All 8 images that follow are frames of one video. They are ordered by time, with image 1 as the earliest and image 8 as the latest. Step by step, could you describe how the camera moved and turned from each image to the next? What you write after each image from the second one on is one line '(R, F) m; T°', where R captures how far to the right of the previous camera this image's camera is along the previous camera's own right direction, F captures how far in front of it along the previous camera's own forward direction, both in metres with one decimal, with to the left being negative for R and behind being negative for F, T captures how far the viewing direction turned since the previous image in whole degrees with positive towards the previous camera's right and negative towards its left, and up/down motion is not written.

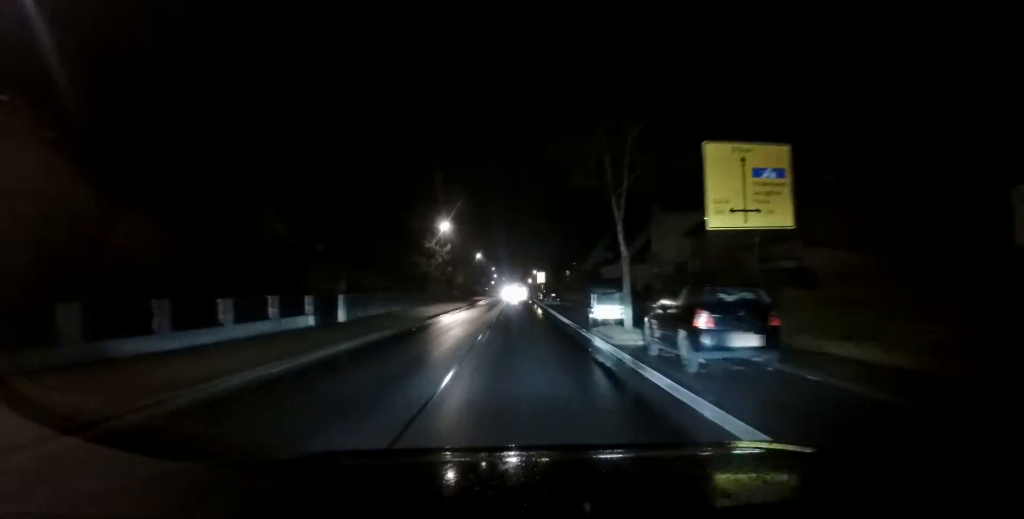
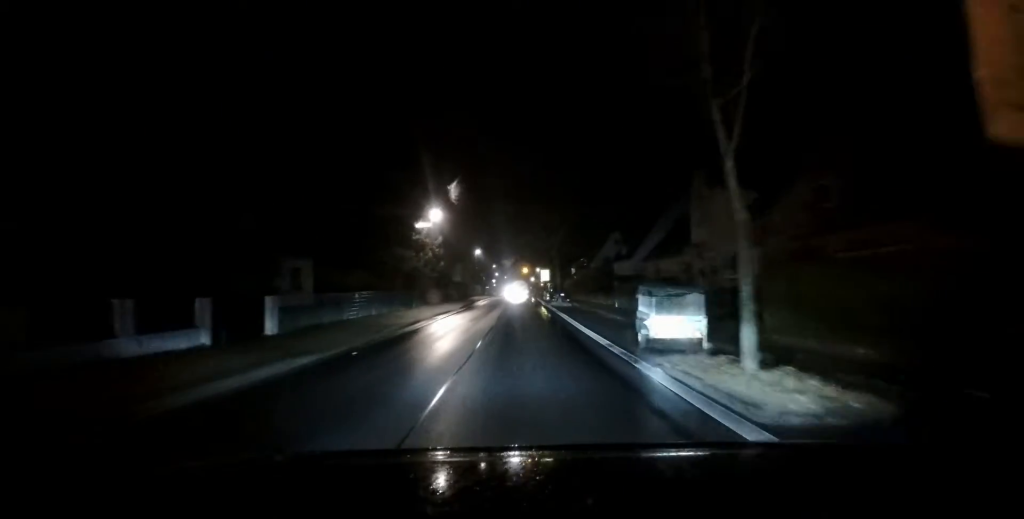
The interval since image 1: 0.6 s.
(-0.1, +8.4) m; 0°
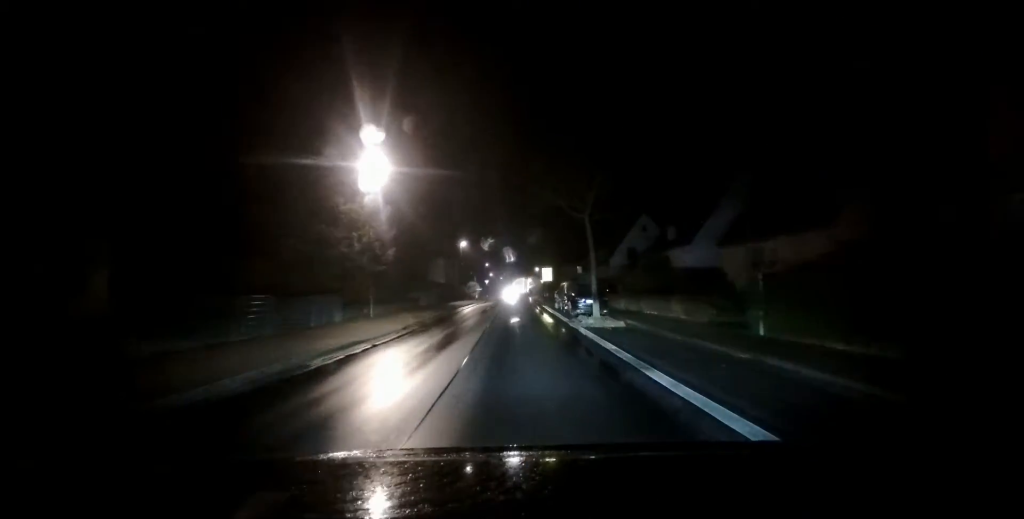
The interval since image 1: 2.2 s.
(+0.1, +21.1) m; 0°
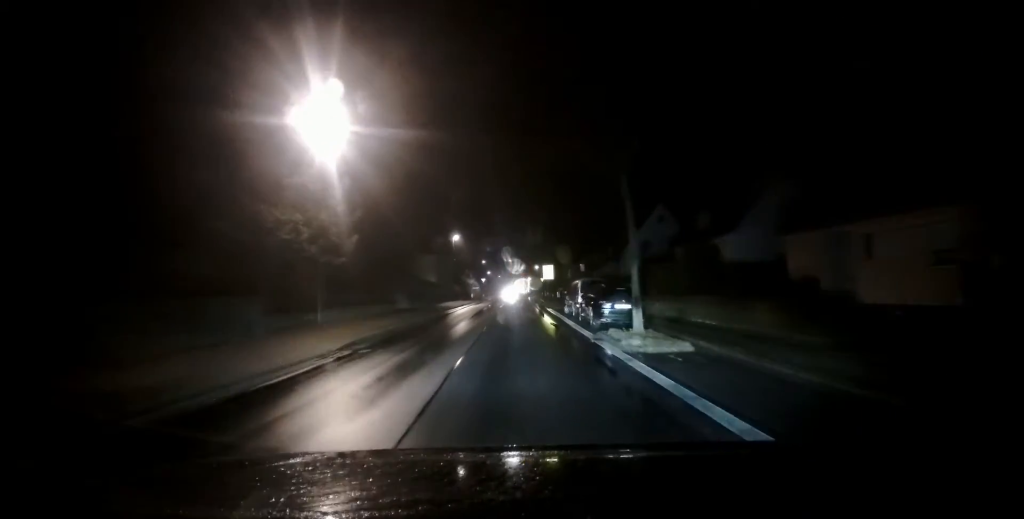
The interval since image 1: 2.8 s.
(0.0, +7.9) m; 0°
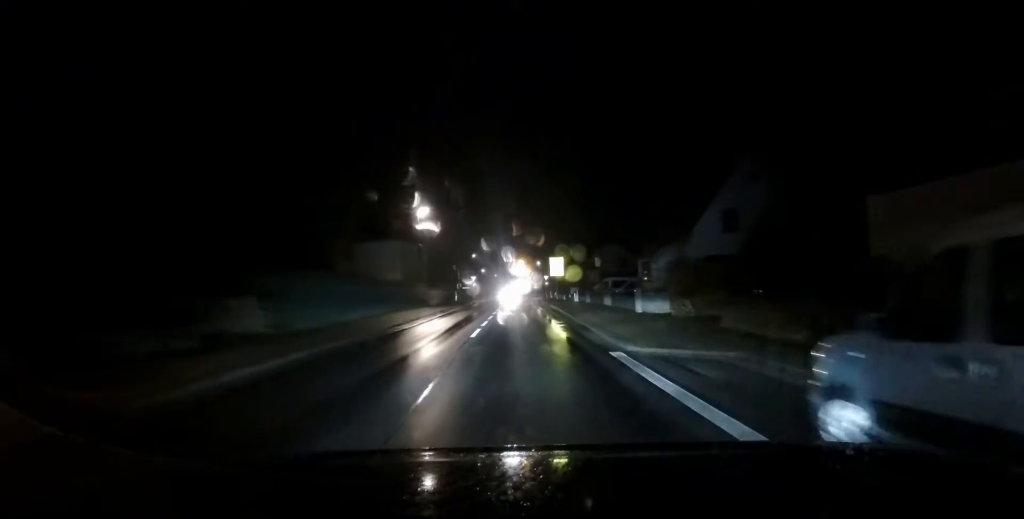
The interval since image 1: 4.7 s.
(0.0, +23.7) m; 0°
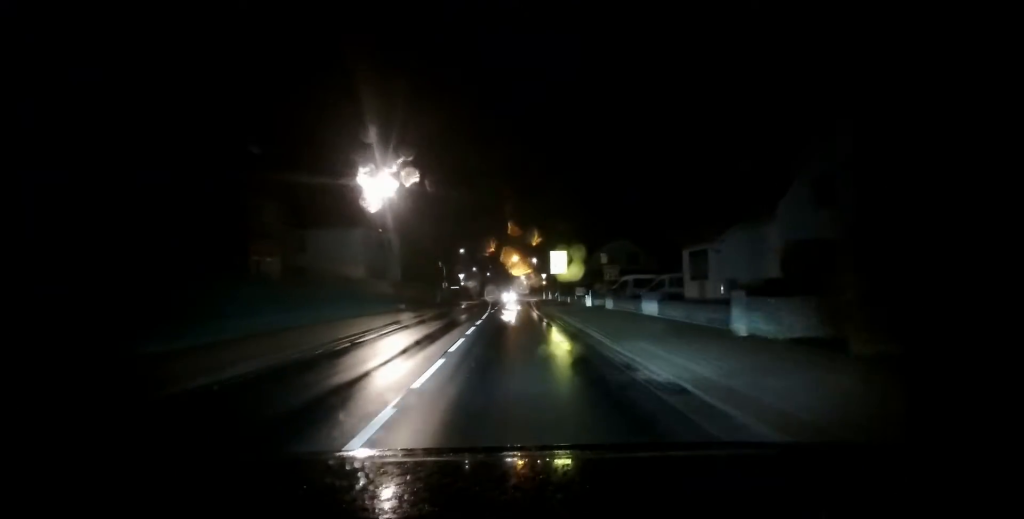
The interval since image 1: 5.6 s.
(+0.1, +12.0) m; -1°
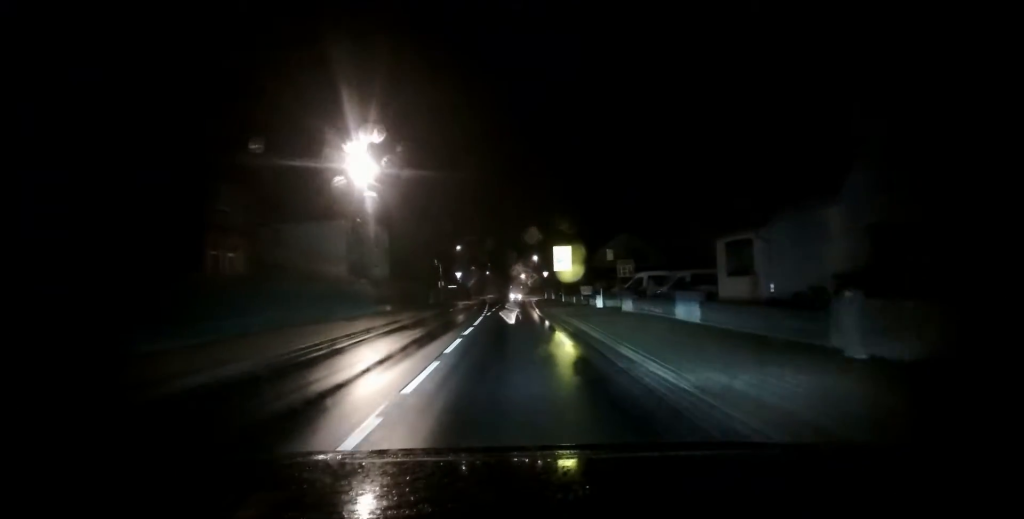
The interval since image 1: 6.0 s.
(0.0, +4.8) m; 0°
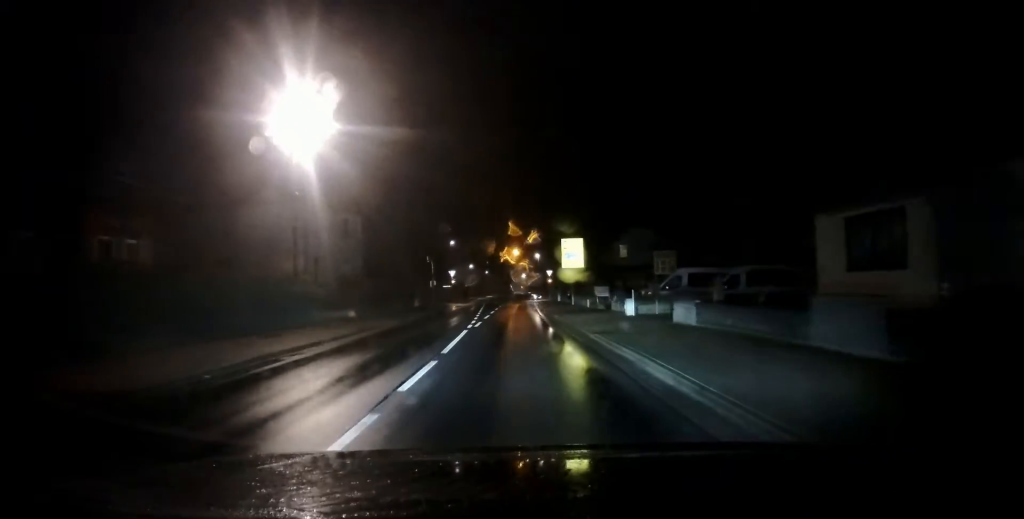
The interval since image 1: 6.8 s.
(-0.3, +8.7) m; 0°
